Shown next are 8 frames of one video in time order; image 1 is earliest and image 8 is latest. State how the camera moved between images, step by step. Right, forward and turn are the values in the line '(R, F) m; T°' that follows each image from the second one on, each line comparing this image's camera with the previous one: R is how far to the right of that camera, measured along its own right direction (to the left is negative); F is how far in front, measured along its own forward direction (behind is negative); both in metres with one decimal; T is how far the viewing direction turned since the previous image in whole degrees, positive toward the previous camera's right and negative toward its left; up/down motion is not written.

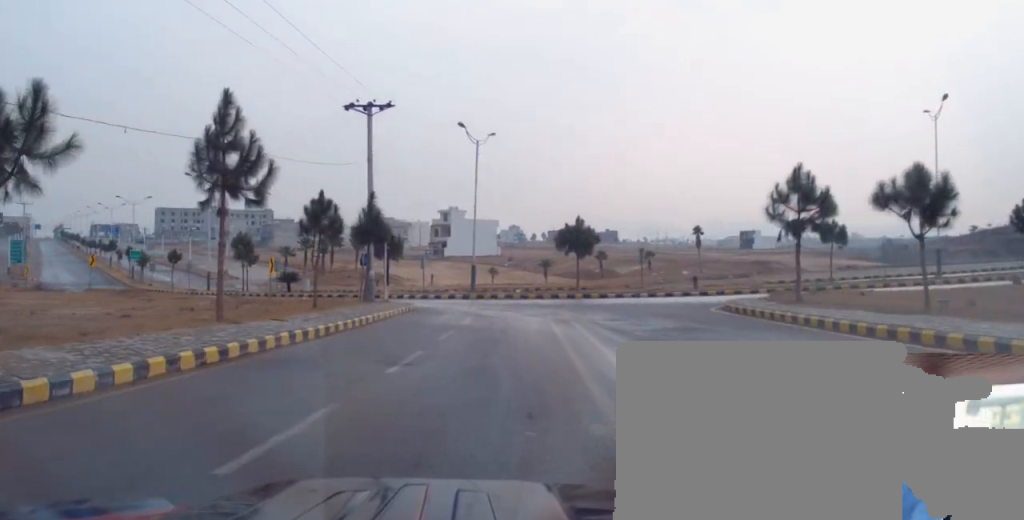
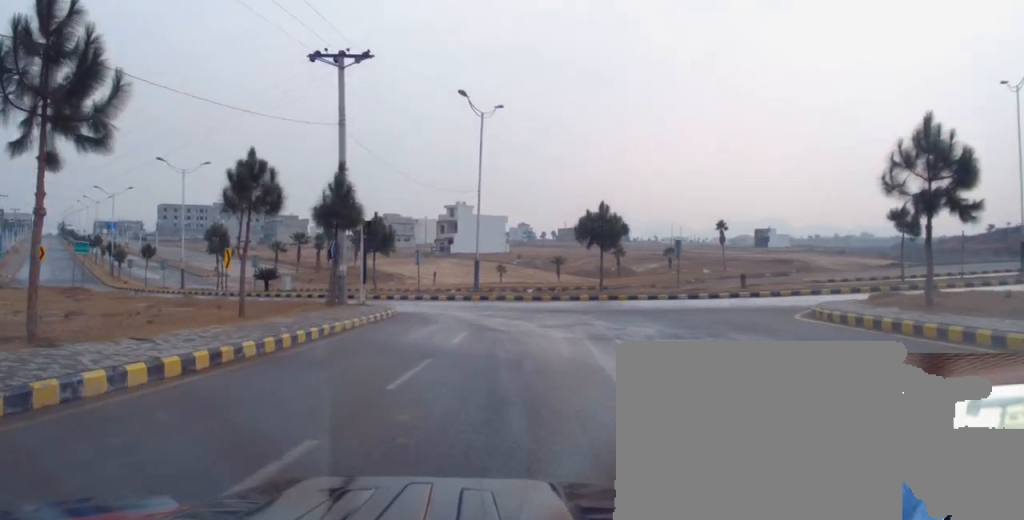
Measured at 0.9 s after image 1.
(-0.1, +7.7) m; 0°
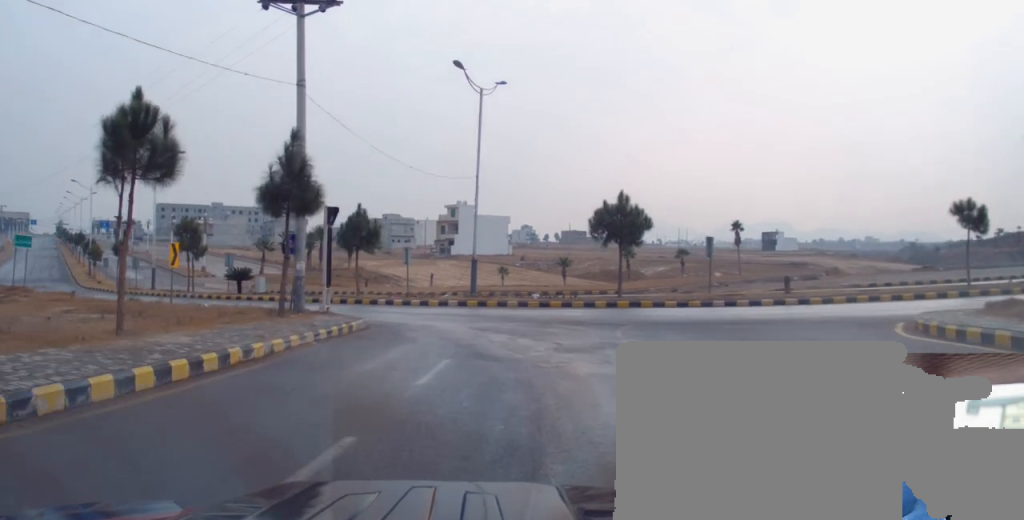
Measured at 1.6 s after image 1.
(+0.2, +6.2) m; +2°
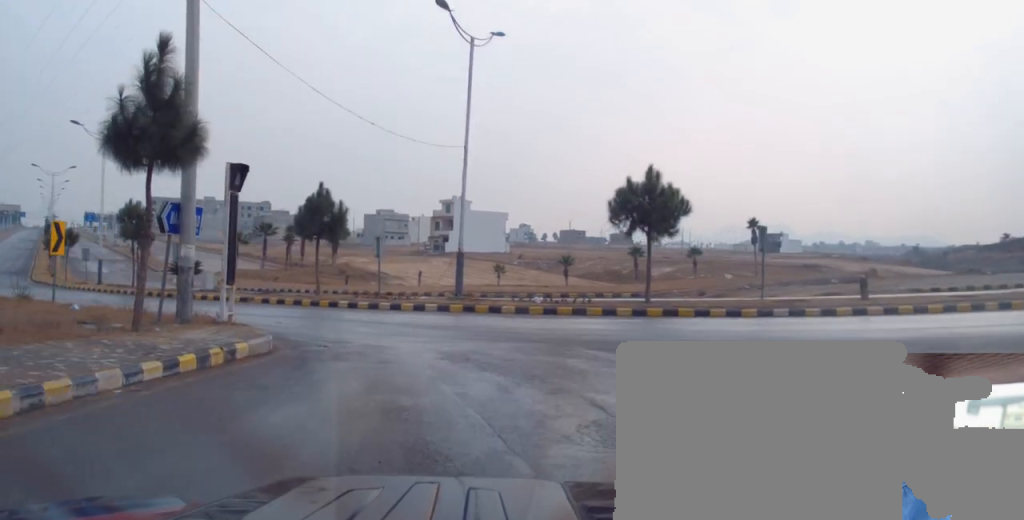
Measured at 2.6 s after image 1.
(+0.1, +7.8) m; +1°
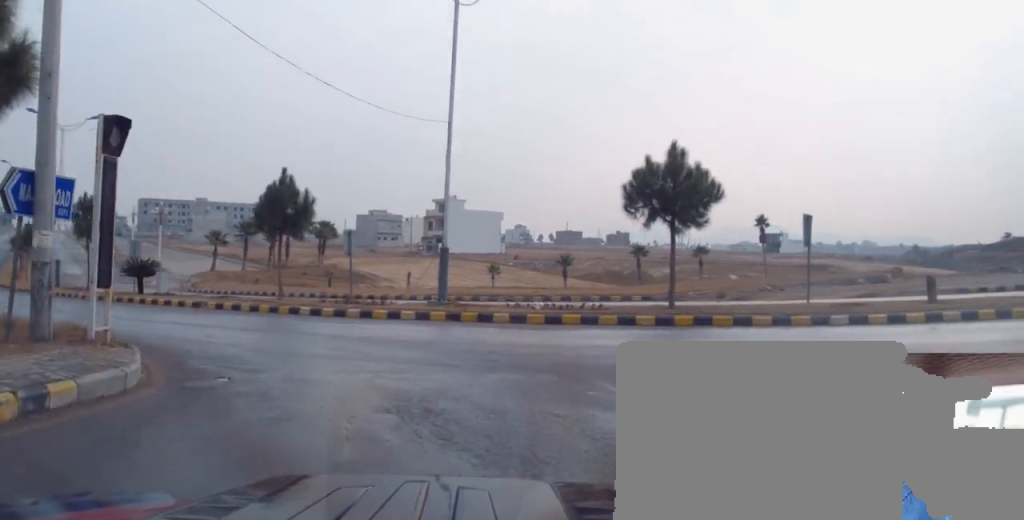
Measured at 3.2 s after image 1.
(+0.2, +5.0) m; -2°
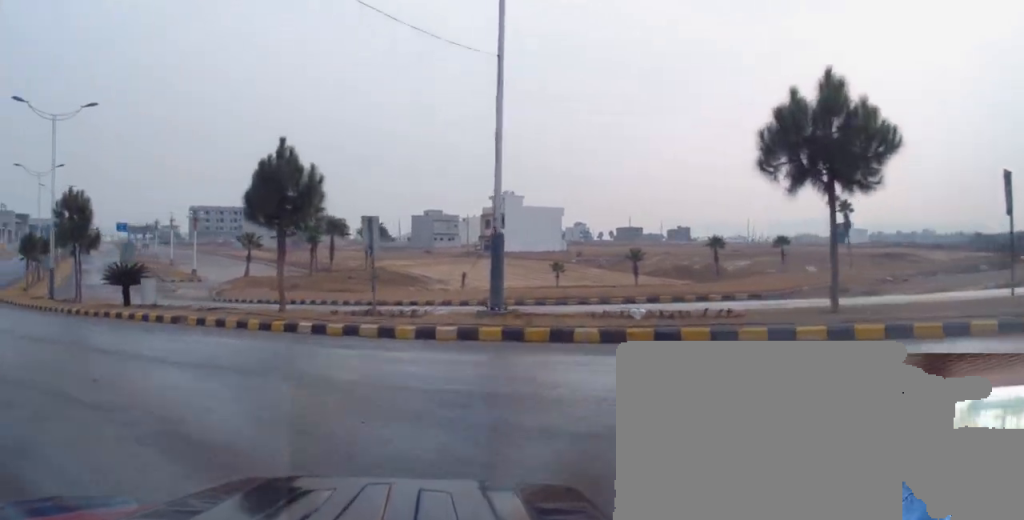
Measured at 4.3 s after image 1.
(-0.5, +7.3) m; -5°
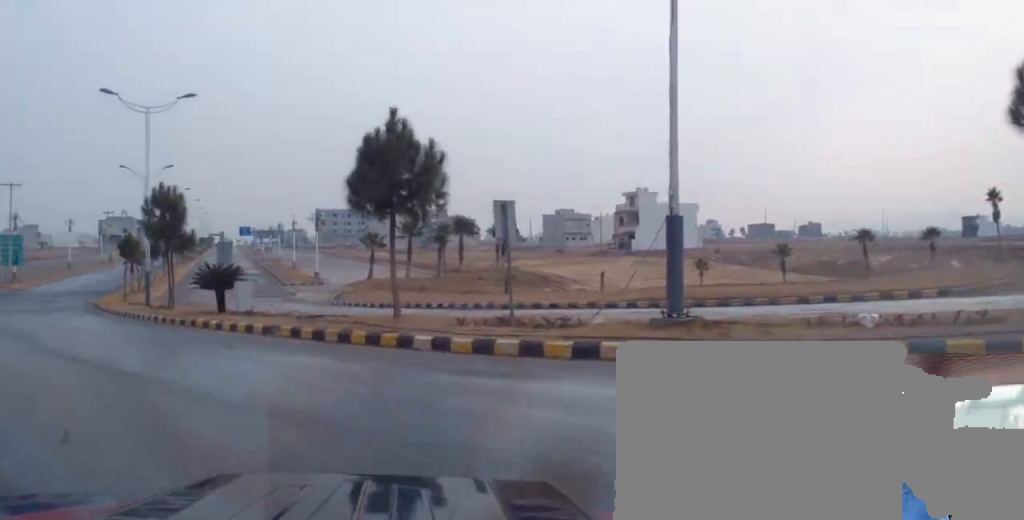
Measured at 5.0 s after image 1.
(0.0, +3.9) m; -9°
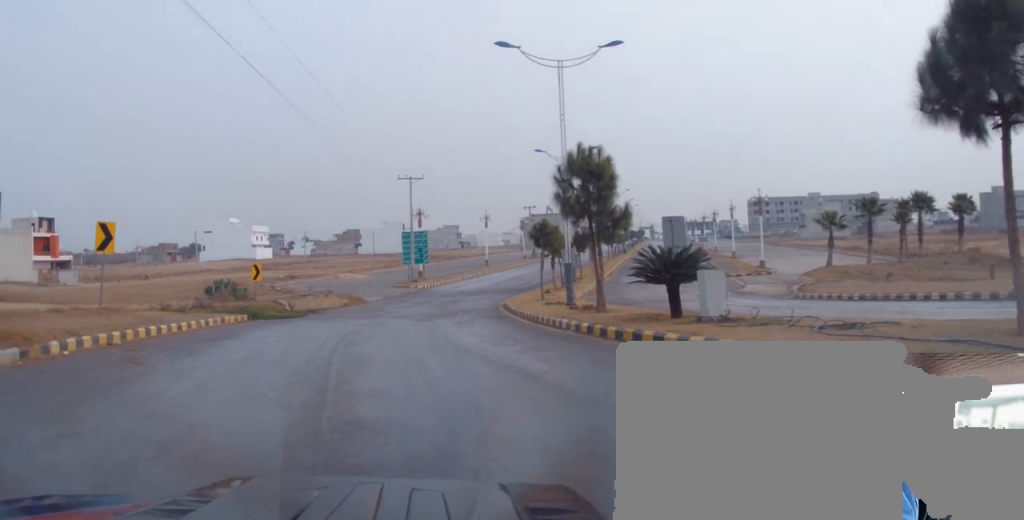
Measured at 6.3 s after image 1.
(-1.7, +7.7) m; -25°
